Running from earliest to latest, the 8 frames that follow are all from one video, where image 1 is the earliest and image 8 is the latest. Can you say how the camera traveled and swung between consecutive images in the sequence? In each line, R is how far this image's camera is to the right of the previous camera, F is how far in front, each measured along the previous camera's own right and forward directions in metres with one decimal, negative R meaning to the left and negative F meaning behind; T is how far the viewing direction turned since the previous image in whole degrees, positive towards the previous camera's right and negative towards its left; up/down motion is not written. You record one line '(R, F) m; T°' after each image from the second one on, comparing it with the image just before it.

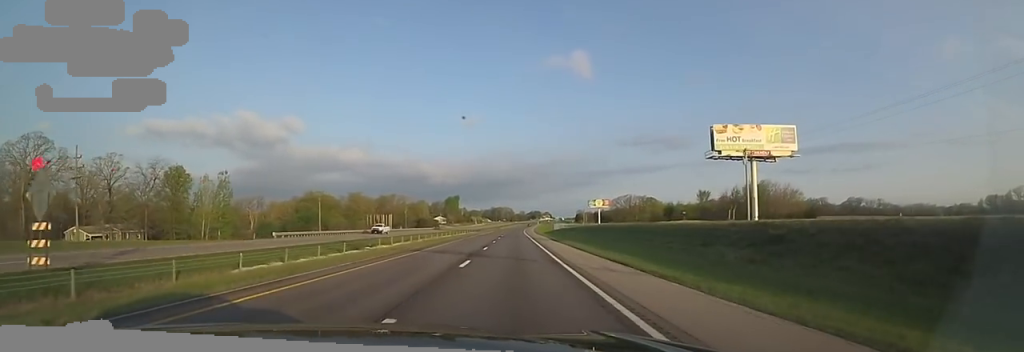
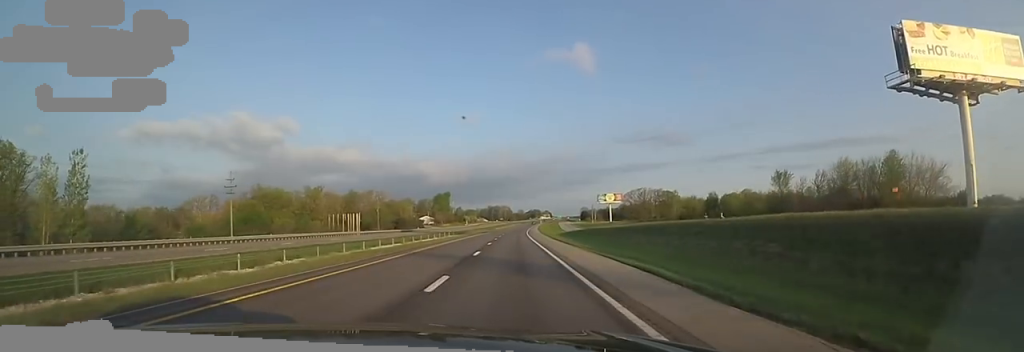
(+0.3, +43.9) m; 0°
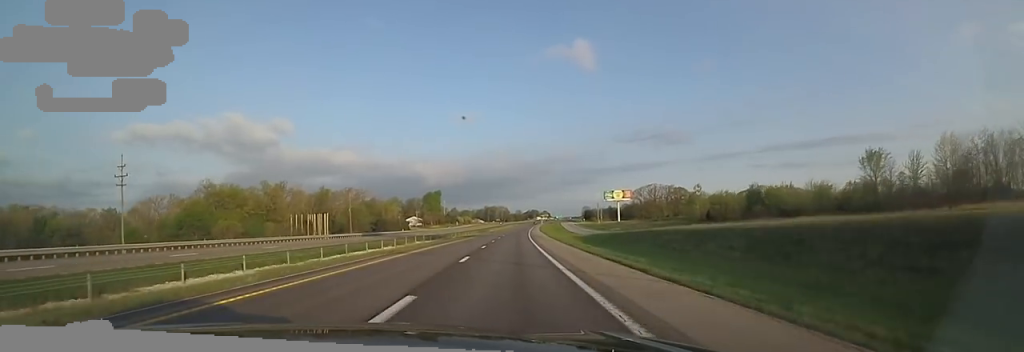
(-0.2, +29.7) m; 0°
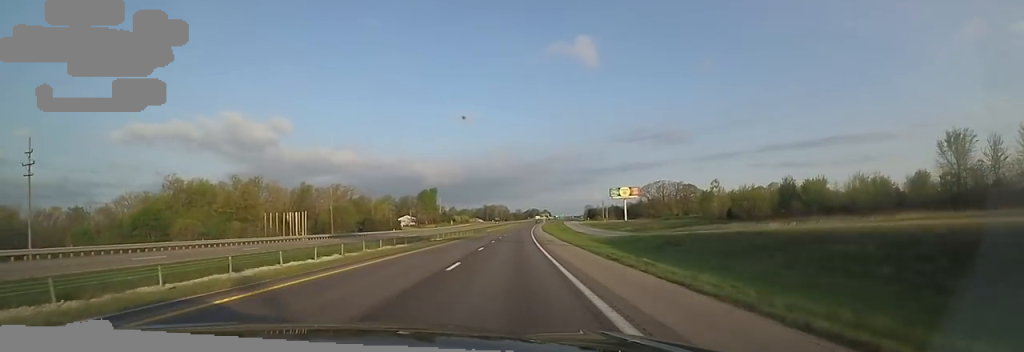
(+0.2, +16.3) m; 0°
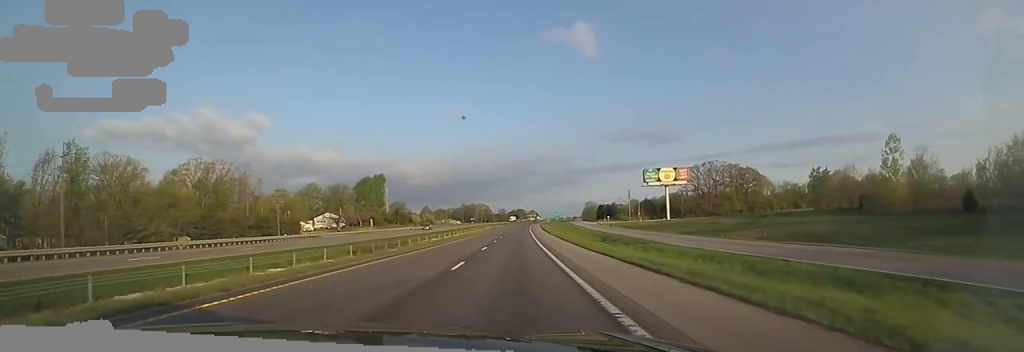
(-0.2, +84.9) m; +1°
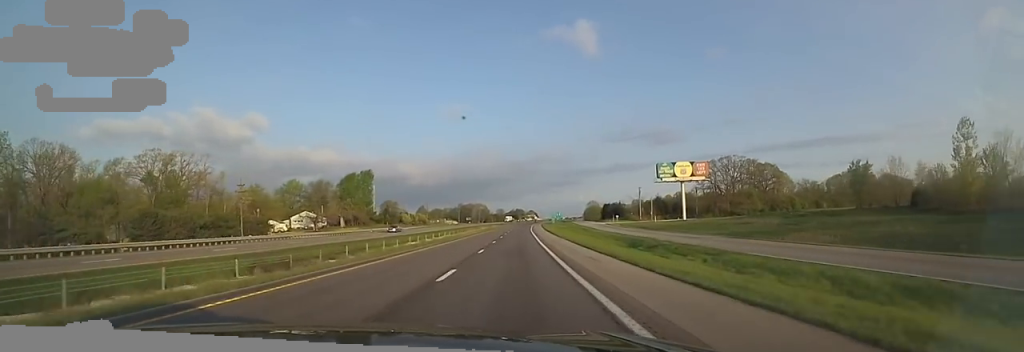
(+0.3, +15.9) m; +1°
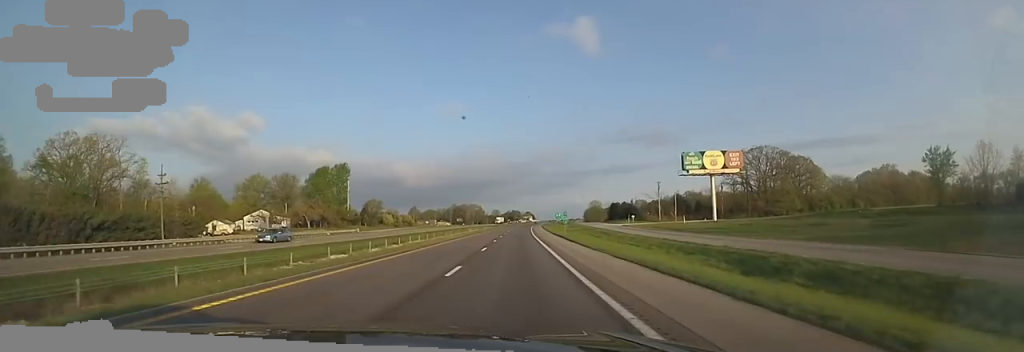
(+0.3, +23.8) m; +1°
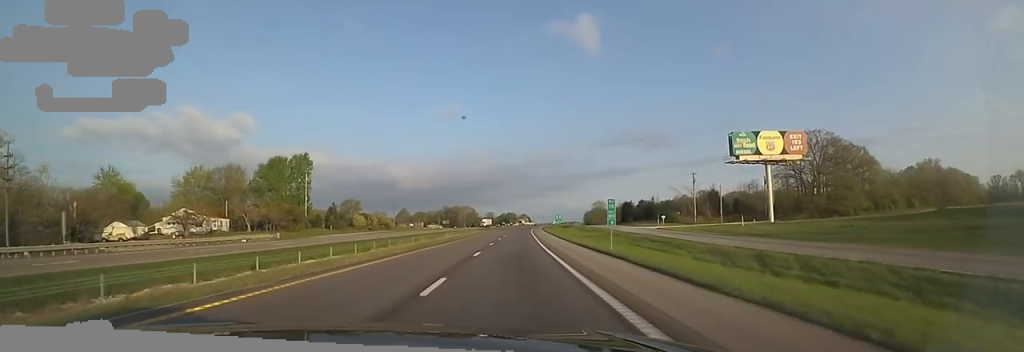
(+0.3, +28.3) m; +1°
